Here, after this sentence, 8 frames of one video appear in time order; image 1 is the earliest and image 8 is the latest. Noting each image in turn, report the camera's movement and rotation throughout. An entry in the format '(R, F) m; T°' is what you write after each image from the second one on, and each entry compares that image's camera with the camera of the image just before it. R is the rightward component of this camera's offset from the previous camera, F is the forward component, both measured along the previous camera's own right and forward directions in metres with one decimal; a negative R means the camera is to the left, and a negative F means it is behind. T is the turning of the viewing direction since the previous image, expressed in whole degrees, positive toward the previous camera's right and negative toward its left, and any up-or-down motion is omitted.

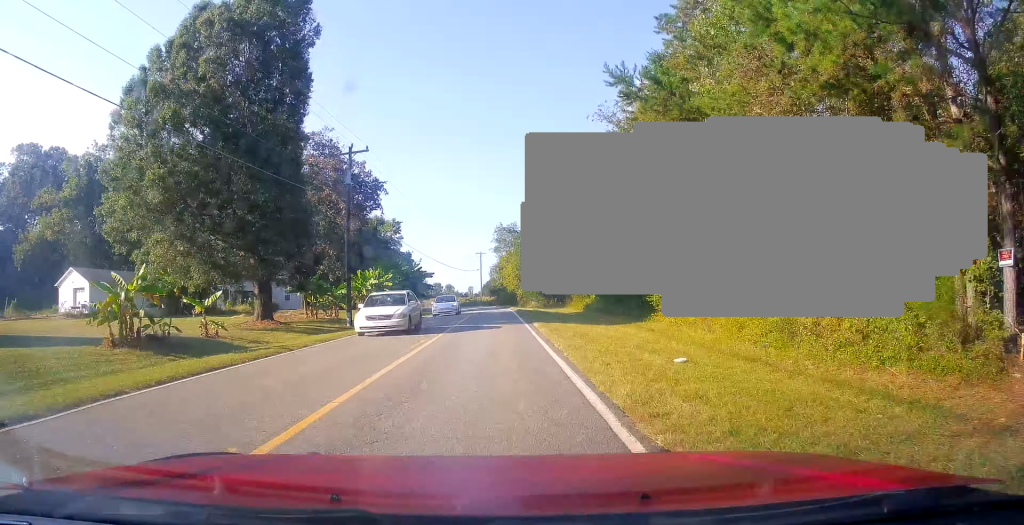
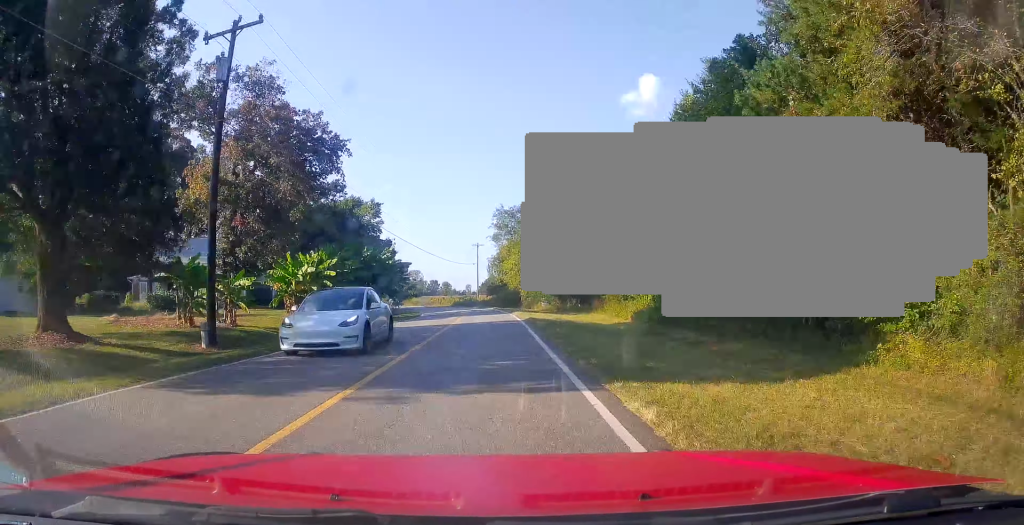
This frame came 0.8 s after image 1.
(-0.7, +17.0) m; -1°
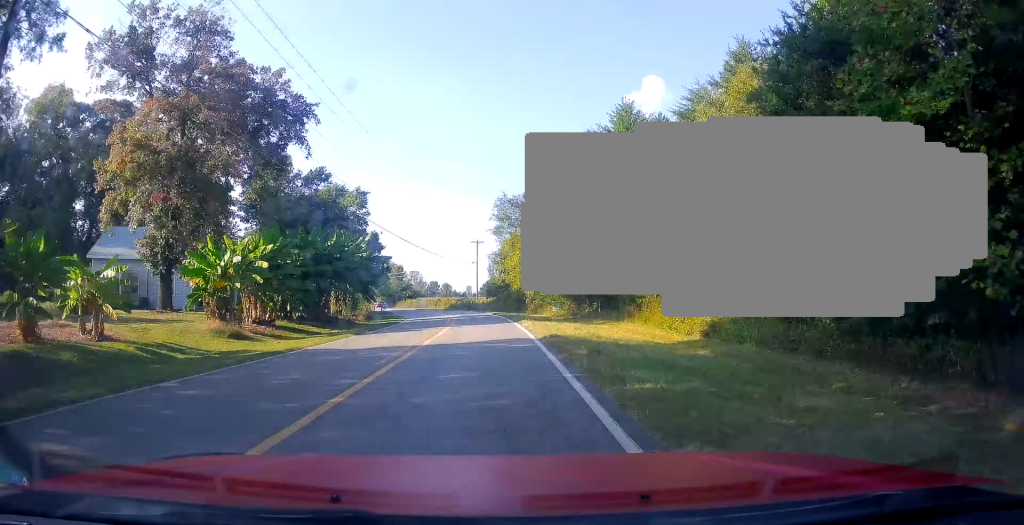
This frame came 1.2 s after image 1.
(+0.1, +9.3) m; 0°
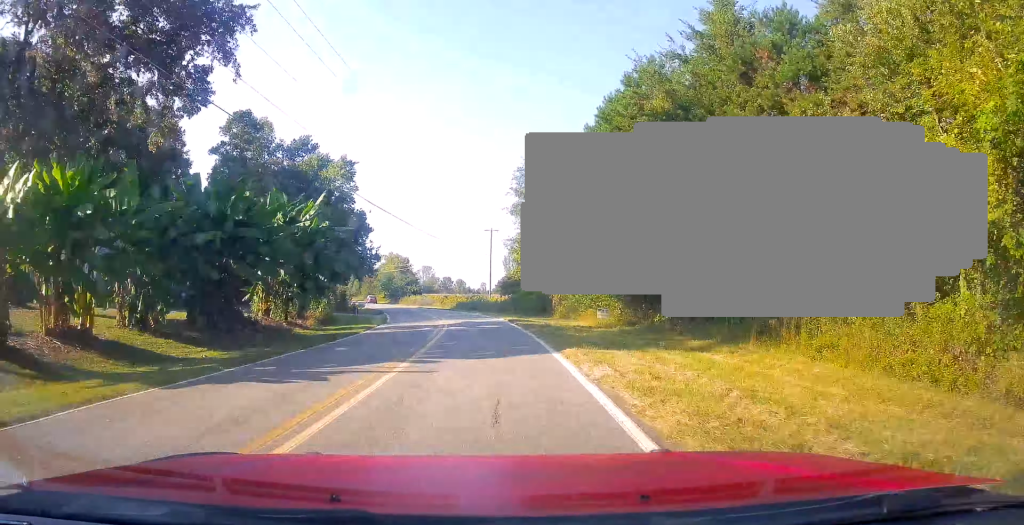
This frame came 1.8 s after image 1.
(+0.3, +13.9) m; 0°
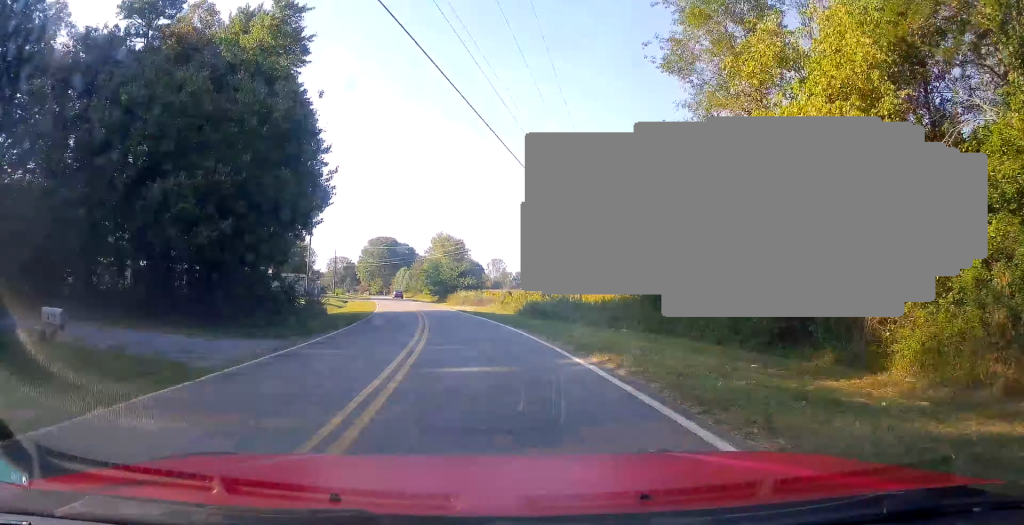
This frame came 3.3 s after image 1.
(-1.5, +32.5) m; -6°
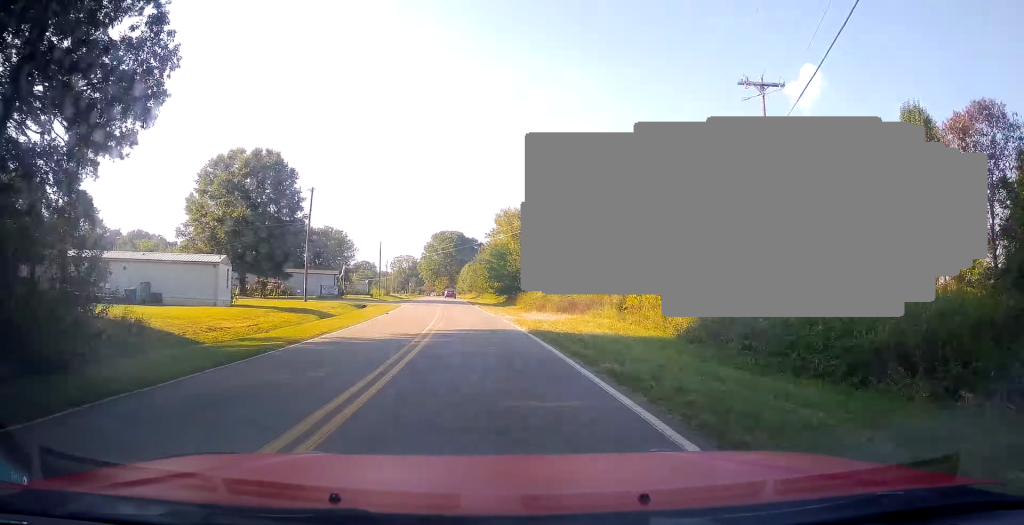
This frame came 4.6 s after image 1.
(-1.4, +27.5) m; -7°
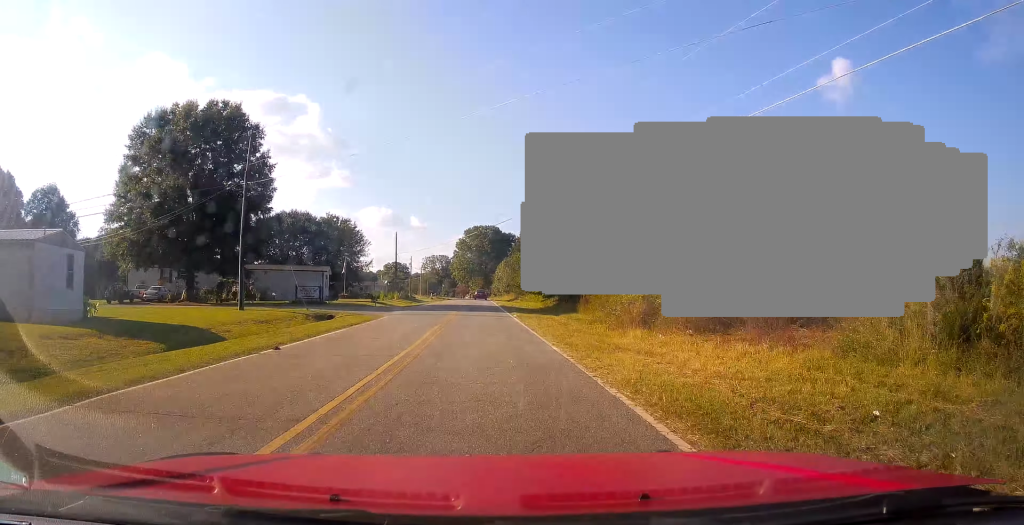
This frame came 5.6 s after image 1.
(-1.2, +20.8) m; -5°
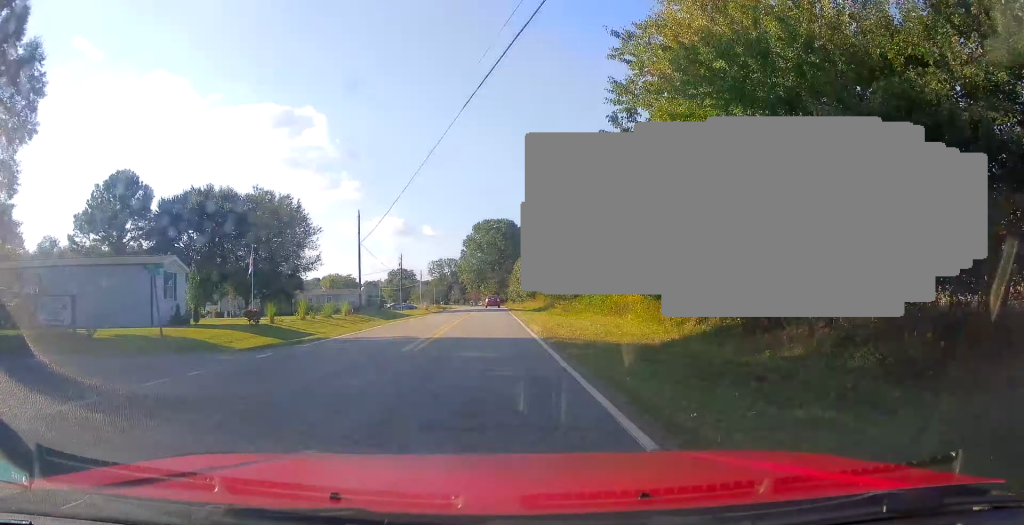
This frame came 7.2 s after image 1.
(-1.4, +32.9) m; -4°
